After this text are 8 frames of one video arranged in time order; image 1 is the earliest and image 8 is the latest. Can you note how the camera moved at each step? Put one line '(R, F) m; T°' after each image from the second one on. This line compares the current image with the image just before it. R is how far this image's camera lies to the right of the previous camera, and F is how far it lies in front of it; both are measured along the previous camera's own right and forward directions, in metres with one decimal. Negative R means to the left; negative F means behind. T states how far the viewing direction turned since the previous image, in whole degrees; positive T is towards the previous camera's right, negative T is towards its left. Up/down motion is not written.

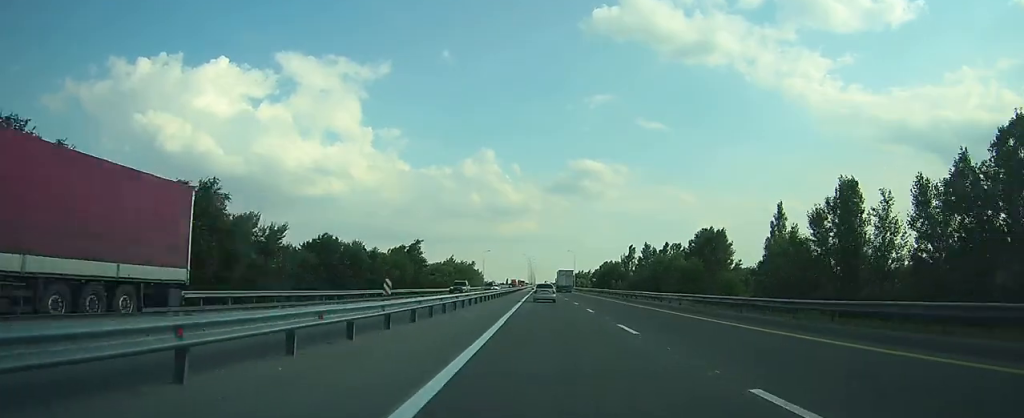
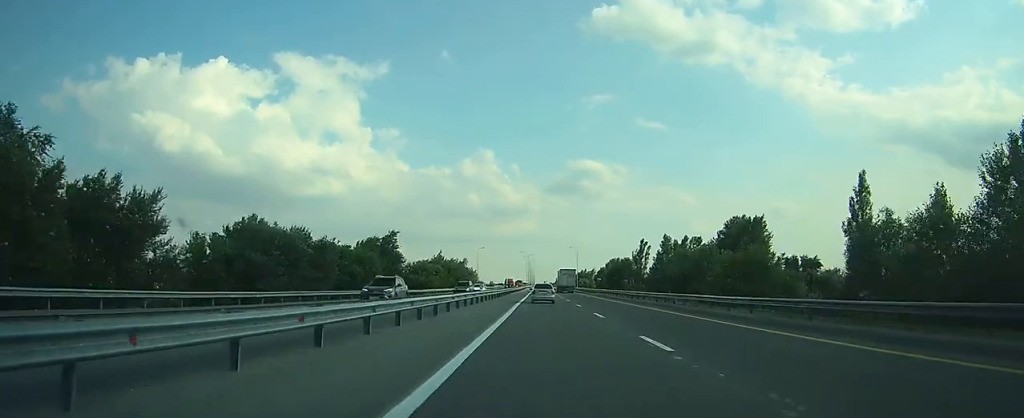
(0.0, +16.7) m; 0°
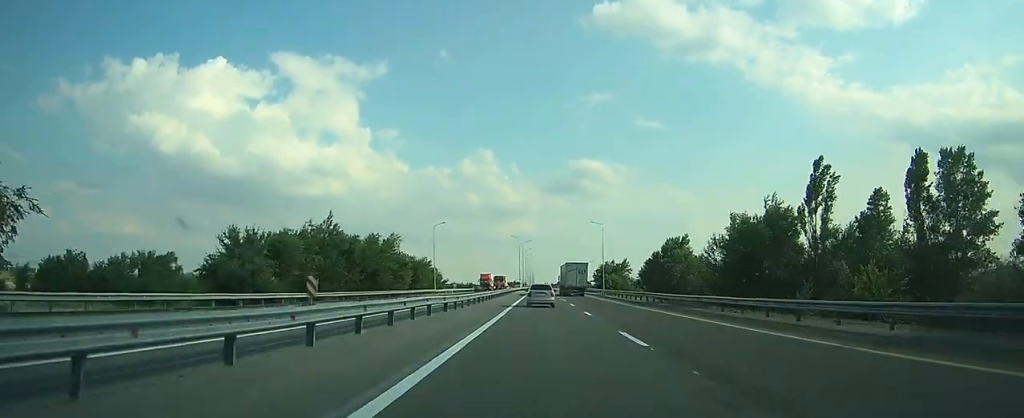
(+0.4, +72.9) m; +1°
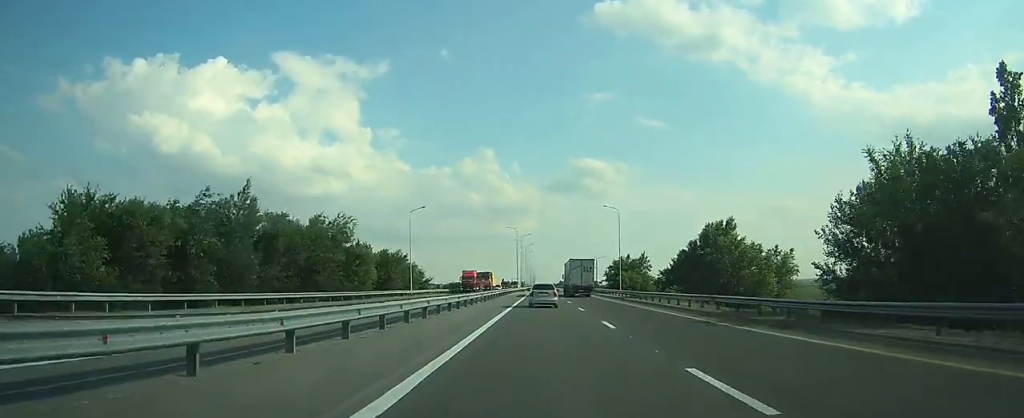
(0.0, +20.6) m; 0°
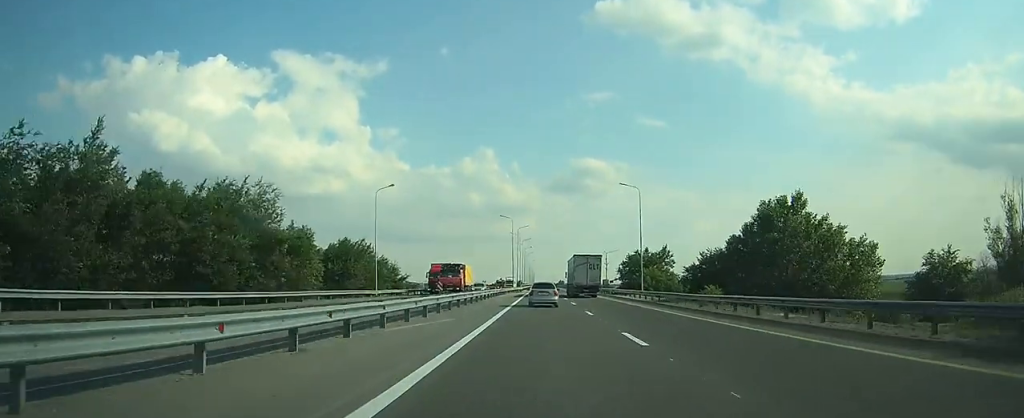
(0.0, +18.4) m; 0°
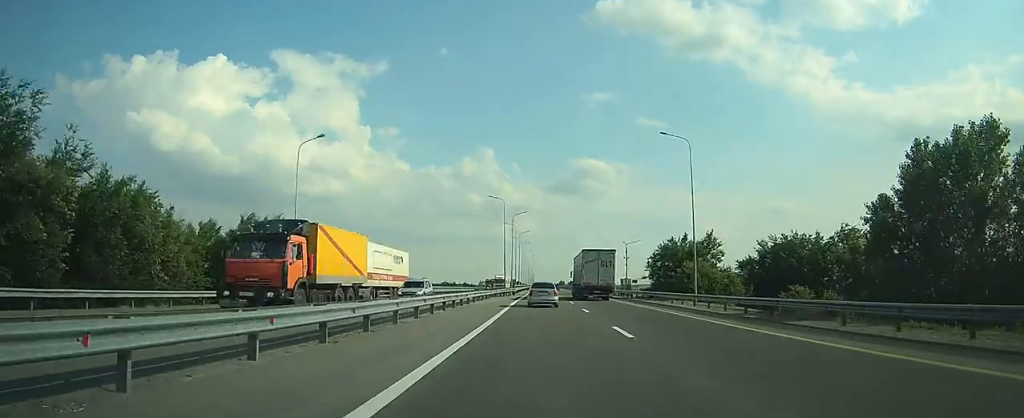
(0.0, +23.2) m; 0°
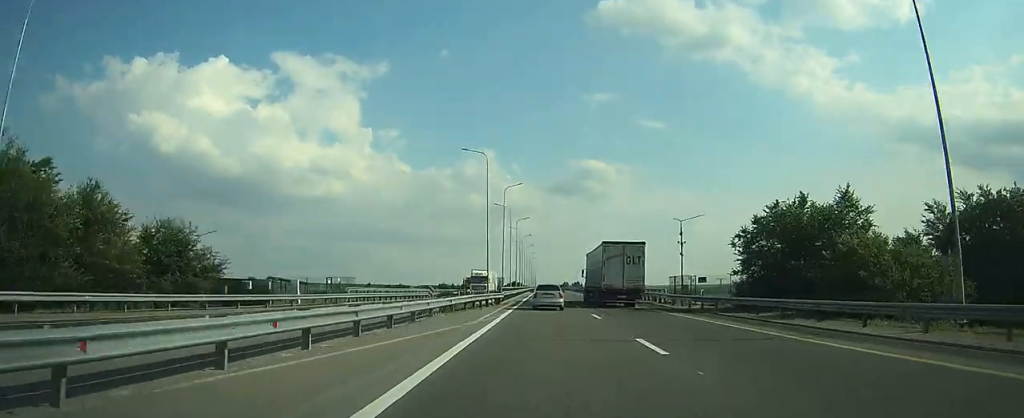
(0.0, +28.8) m; 0°
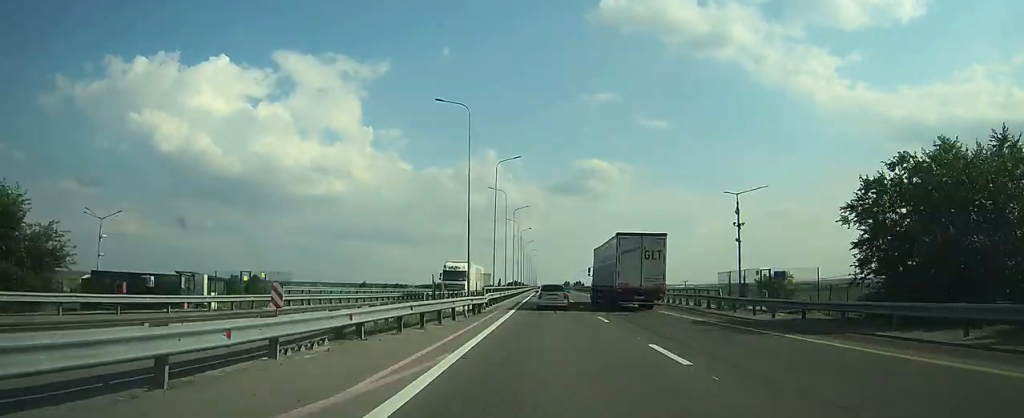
(0.0, +13.8) m; 0°
